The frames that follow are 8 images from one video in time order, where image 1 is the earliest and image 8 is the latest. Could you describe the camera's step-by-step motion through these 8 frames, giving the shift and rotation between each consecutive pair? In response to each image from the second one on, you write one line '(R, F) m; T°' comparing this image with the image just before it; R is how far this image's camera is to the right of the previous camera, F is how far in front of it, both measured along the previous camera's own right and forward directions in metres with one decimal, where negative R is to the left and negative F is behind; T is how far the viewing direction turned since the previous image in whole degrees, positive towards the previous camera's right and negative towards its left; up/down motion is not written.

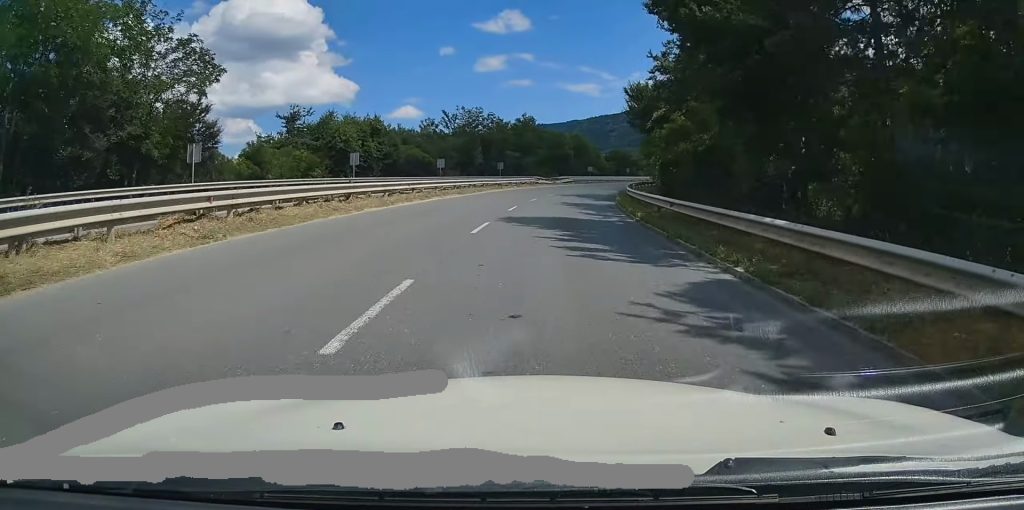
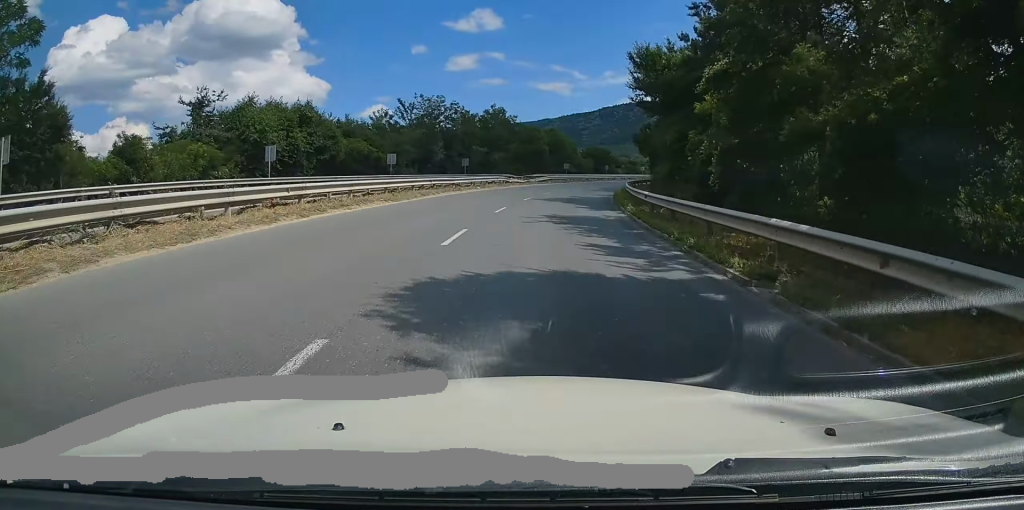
(+0.3, +11.5) m; +2°
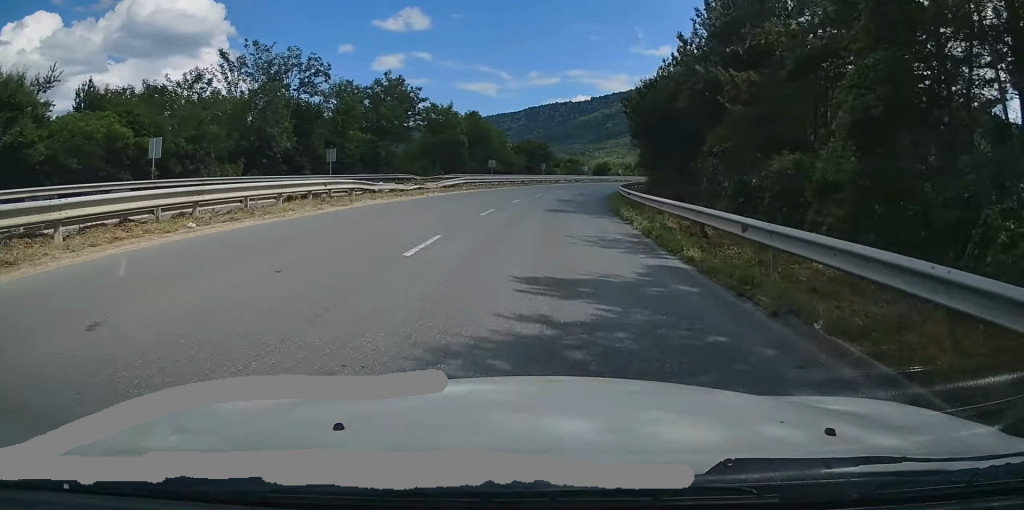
(+1.1, +28.3) m; +5°
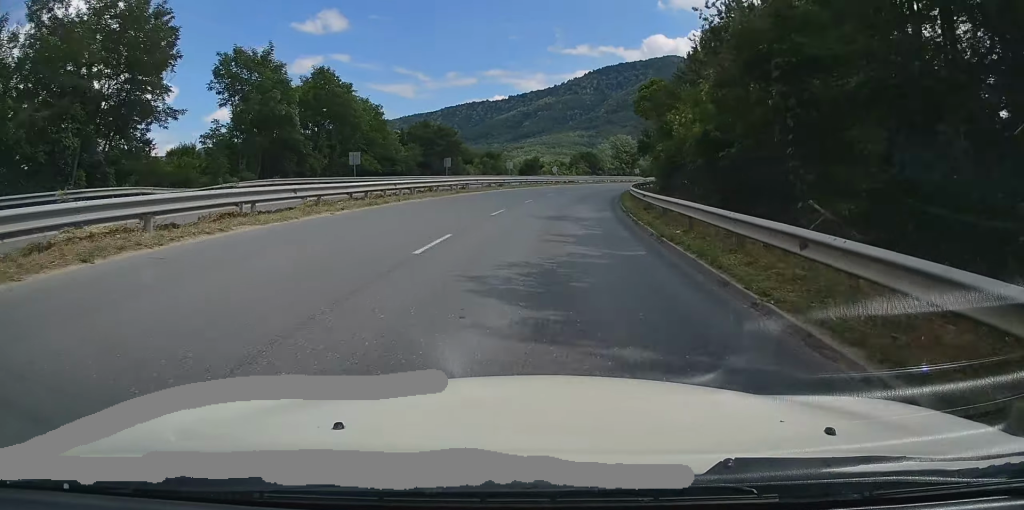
(+2.8, +34.6) m; +9°
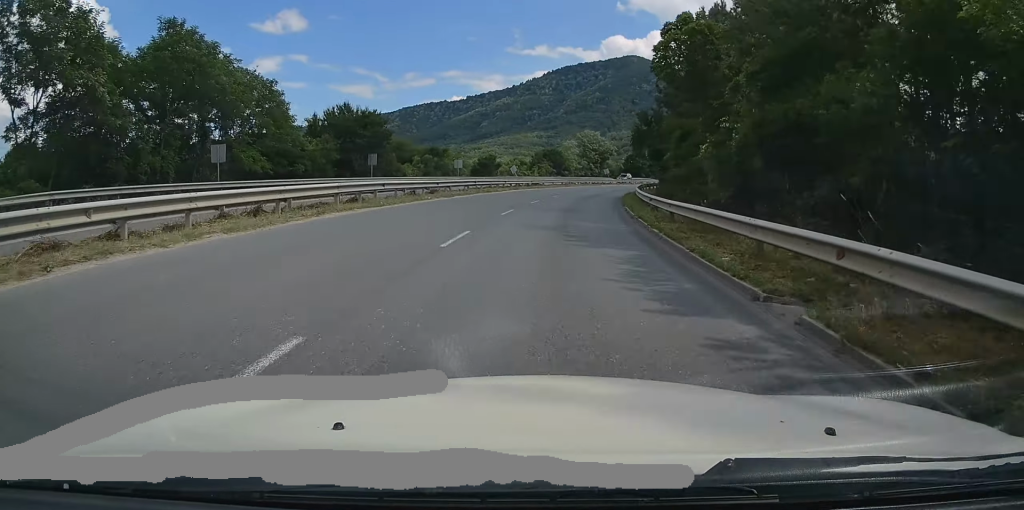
(+0.8, +16.4) m; +4°
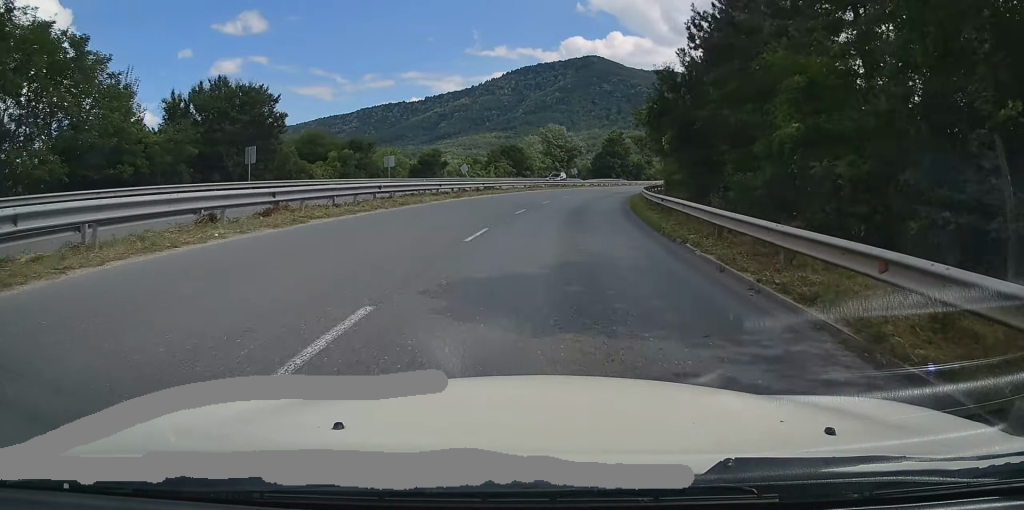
(+0.6, +16.4) m; +4°
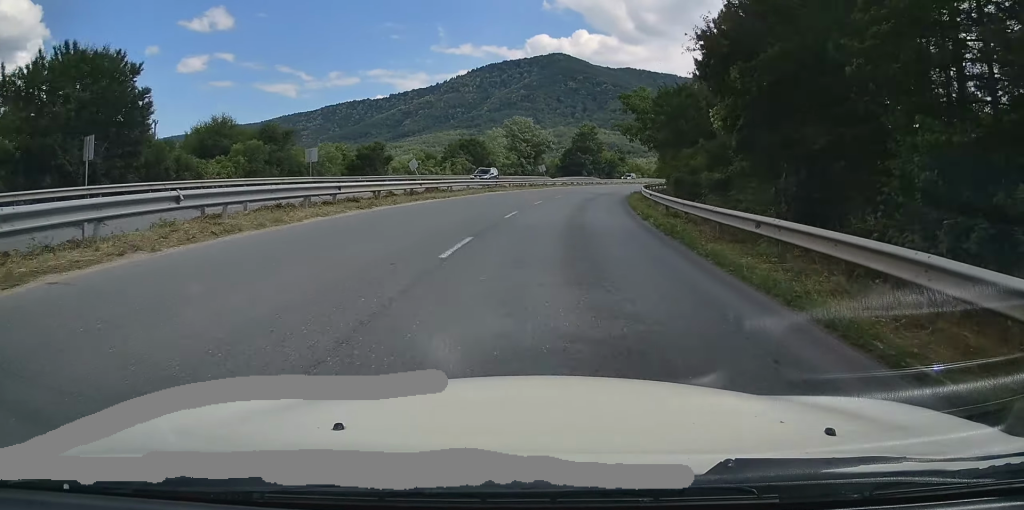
(0.0, +11.5) m; +2°
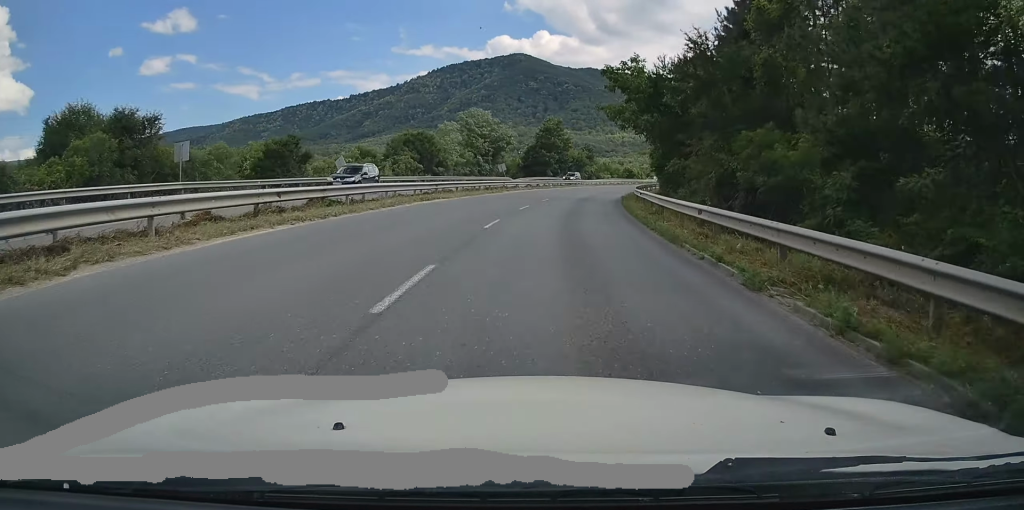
(+0.5, +12.1) m; +6°
